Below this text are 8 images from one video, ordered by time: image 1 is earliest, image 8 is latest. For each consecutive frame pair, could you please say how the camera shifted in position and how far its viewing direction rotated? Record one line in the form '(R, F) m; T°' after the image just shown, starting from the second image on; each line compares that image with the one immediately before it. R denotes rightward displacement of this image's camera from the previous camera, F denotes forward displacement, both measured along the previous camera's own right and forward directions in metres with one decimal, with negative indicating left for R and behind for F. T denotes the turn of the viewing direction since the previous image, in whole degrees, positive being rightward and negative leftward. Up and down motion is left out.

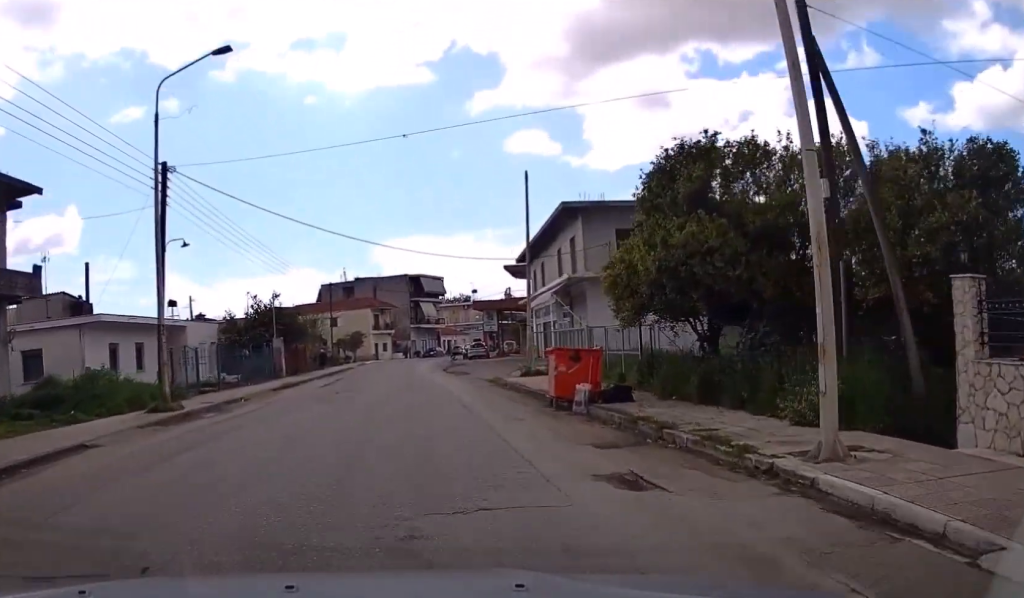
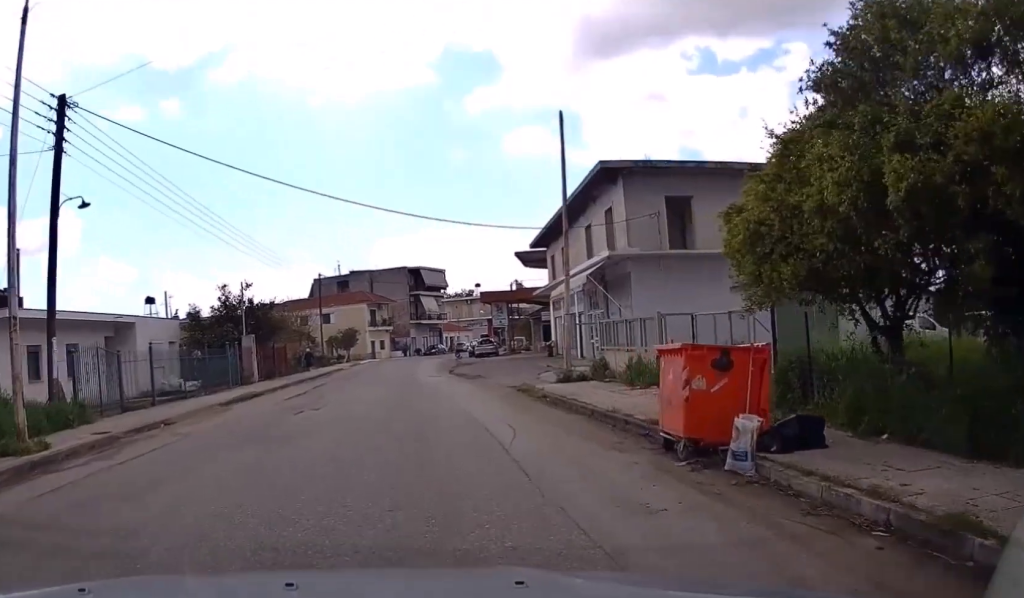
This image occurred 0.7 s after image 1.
(0.0, +8.1) m; 0°
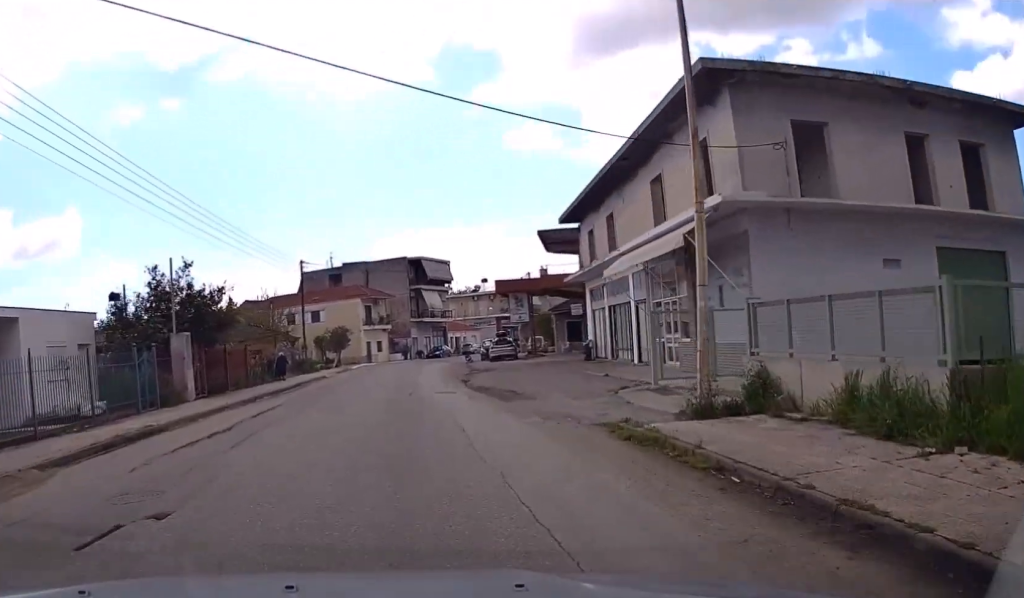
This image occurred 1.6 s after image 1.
(-0.1, +10.7) m; 0°
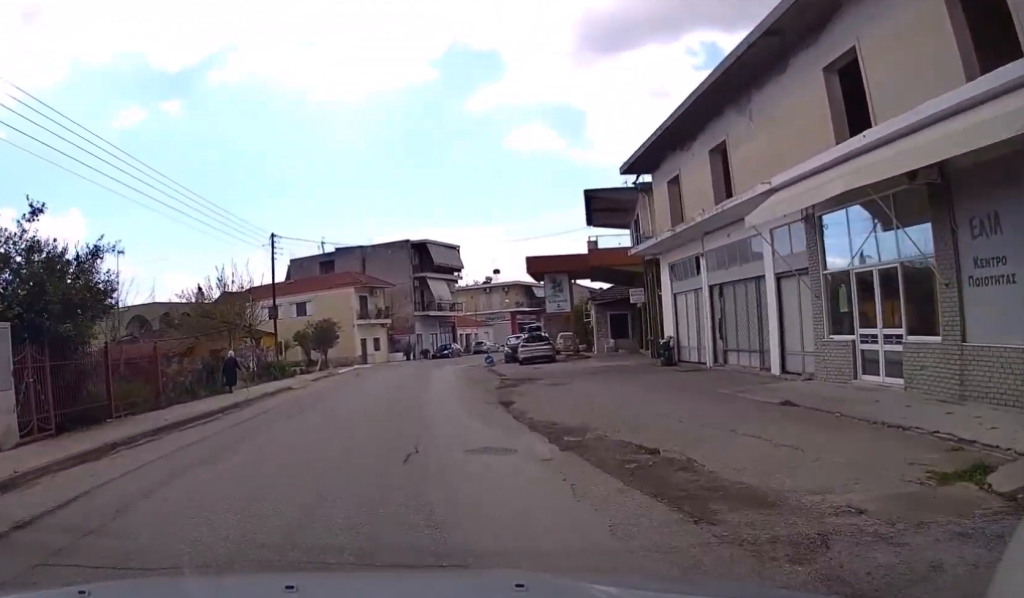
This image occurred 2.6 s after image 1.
(+0.1, +12.3) m; +1°
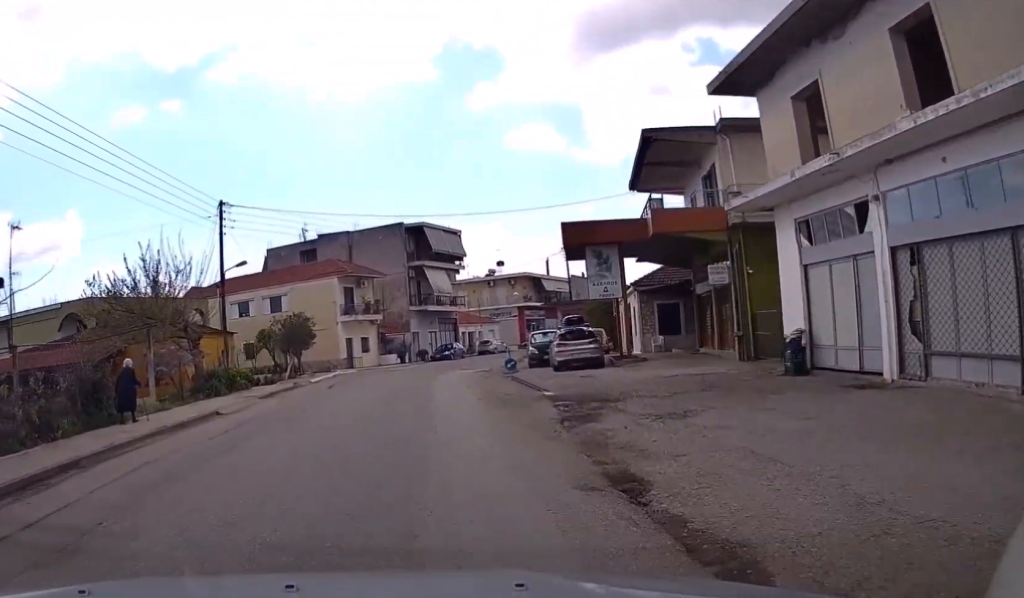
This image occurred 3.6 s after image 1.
(+0.1, +10.4) m; 0°
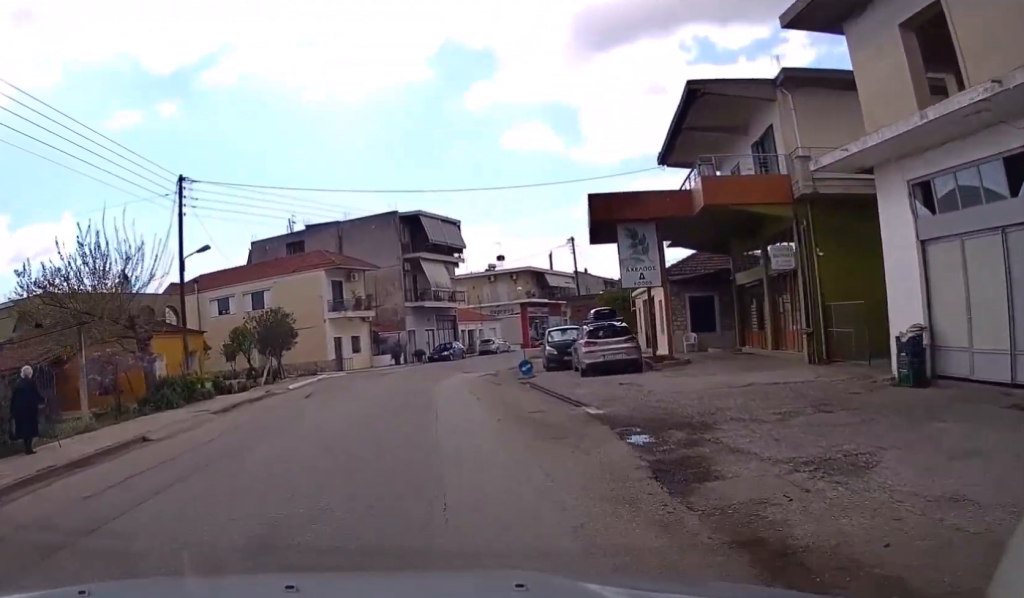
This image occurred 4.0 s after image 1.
(0.0, +5.0) m; 0°
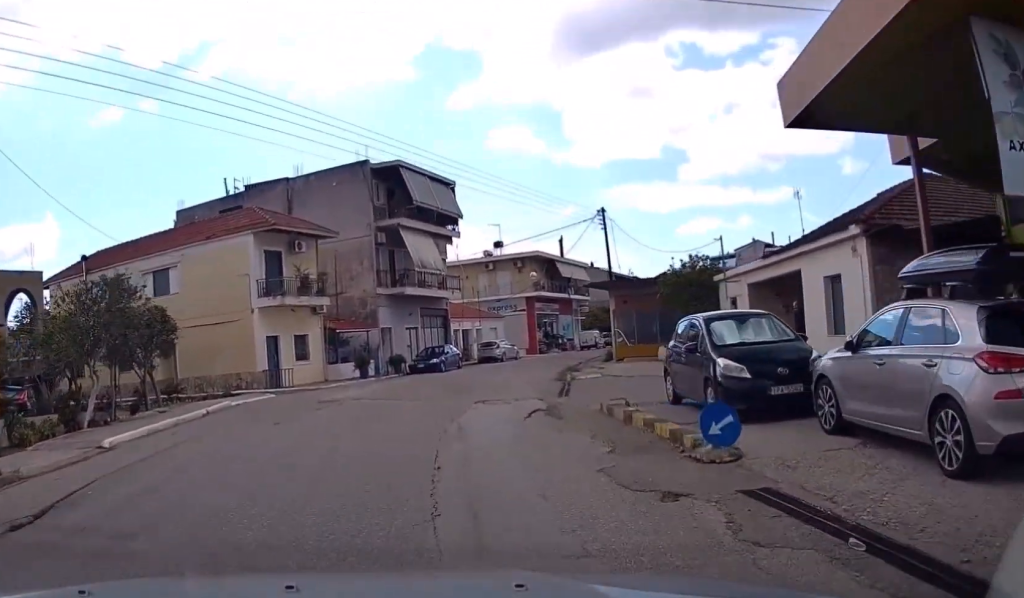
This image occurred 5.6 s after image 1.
(-0.1, +16.8) m; +1°
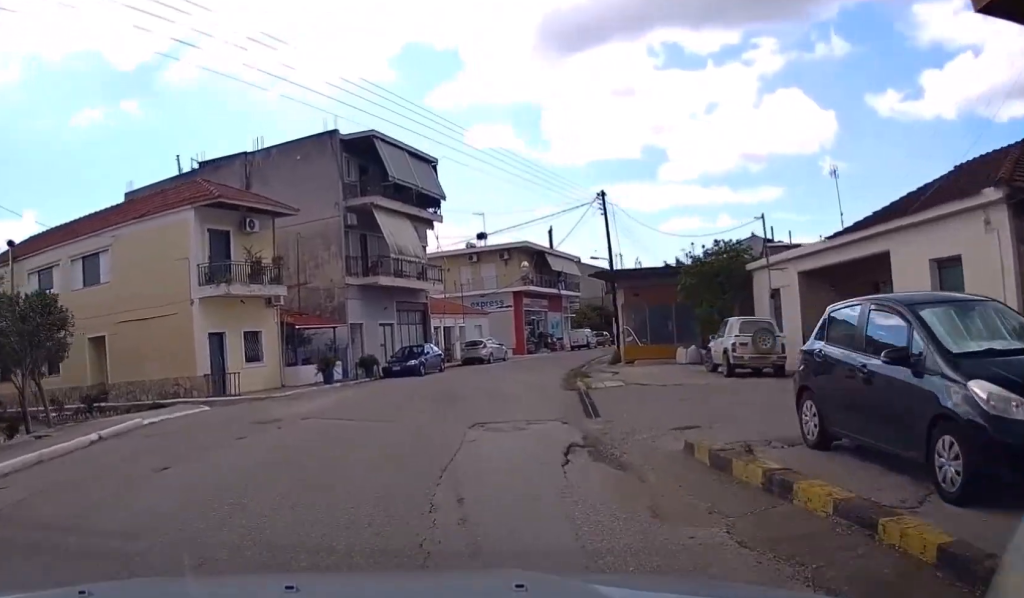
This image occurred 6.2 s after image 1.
(+0.1, +5.7) m; +2°
